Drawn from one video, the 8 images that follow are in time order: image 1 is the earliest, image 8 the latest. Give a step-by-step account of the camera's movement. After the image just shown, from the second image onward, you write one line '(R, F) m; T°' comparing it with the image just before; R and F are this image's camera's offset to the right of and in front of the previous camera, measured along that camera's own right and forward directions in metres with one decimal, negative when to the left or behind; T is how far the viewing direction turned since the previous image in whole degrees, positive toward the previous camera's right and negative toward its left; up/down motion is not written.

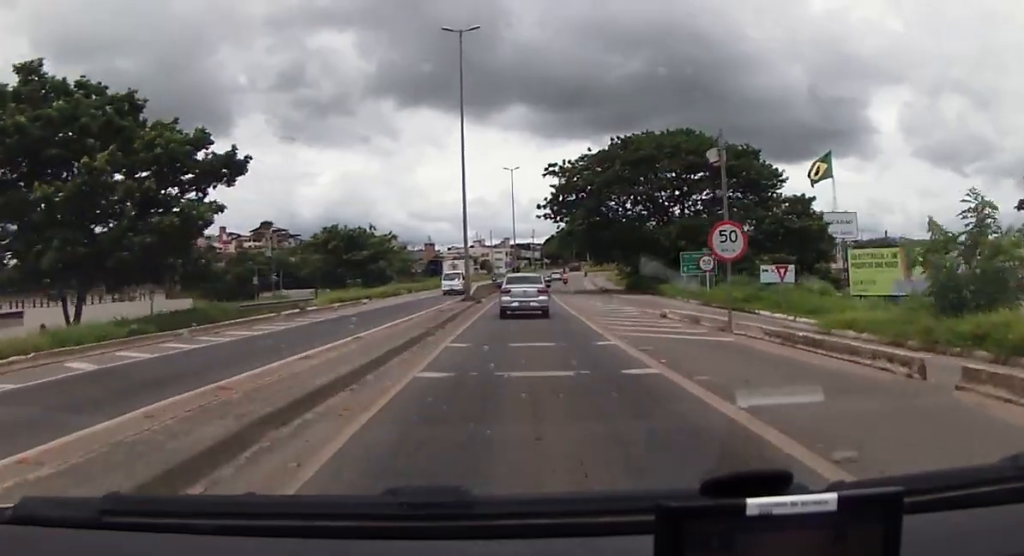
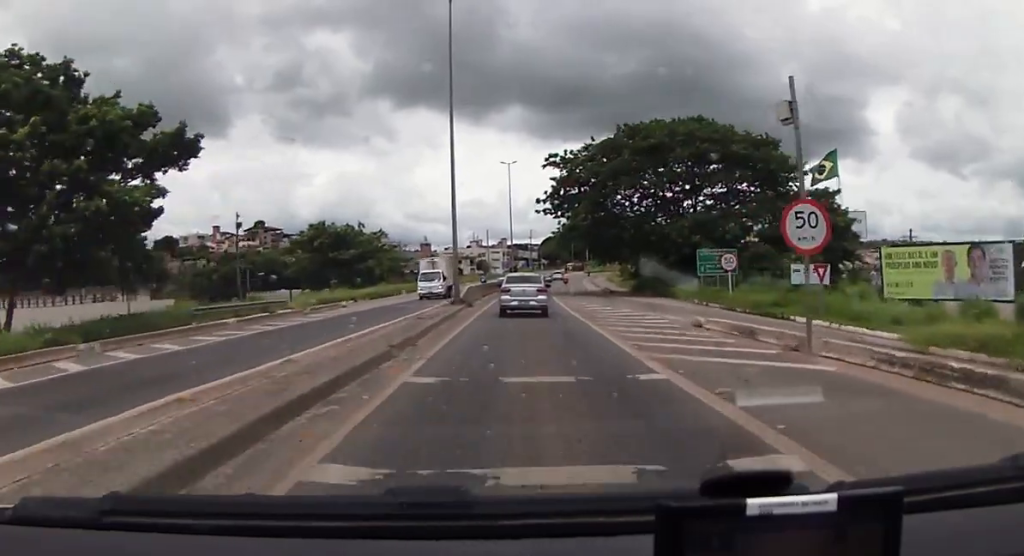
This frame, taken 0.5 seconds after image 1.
(0.0, +5.0) m; -1°
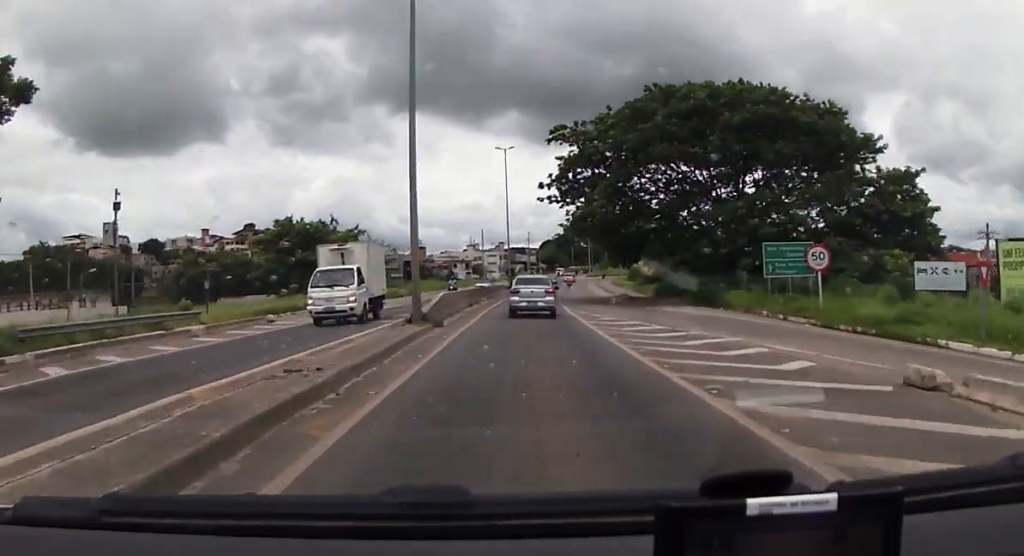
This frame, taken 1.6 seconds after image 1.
(-0.3, +11.6) m; 0°
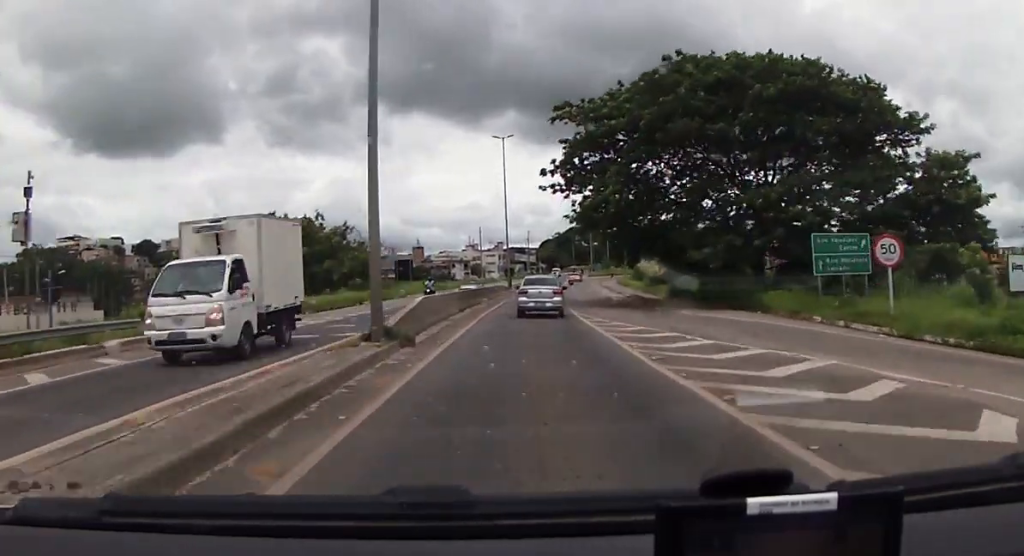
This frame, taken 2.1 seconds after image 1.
(0.0, +5.3) m; +2°
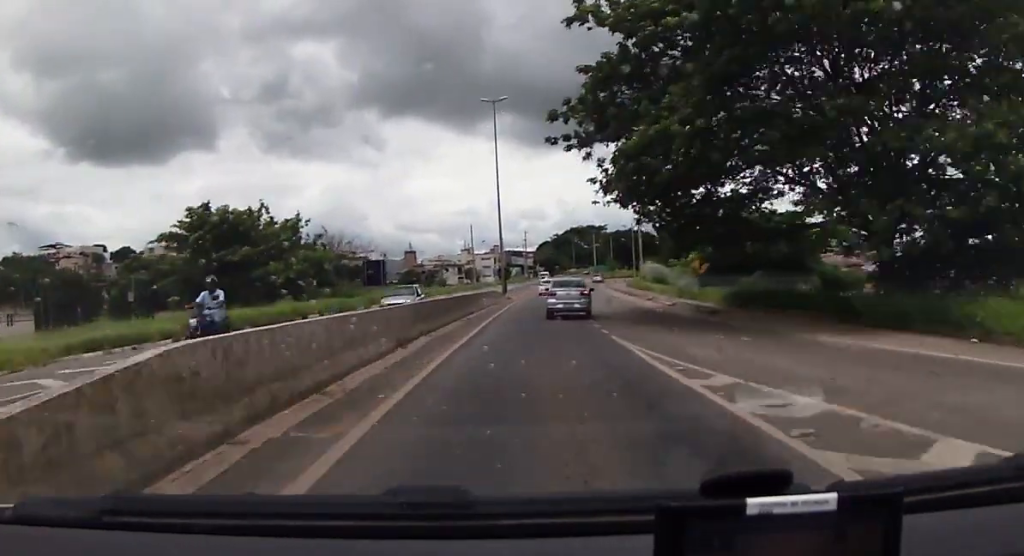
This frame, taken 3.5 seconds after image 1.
(+0.4, +14.6) m; 0°
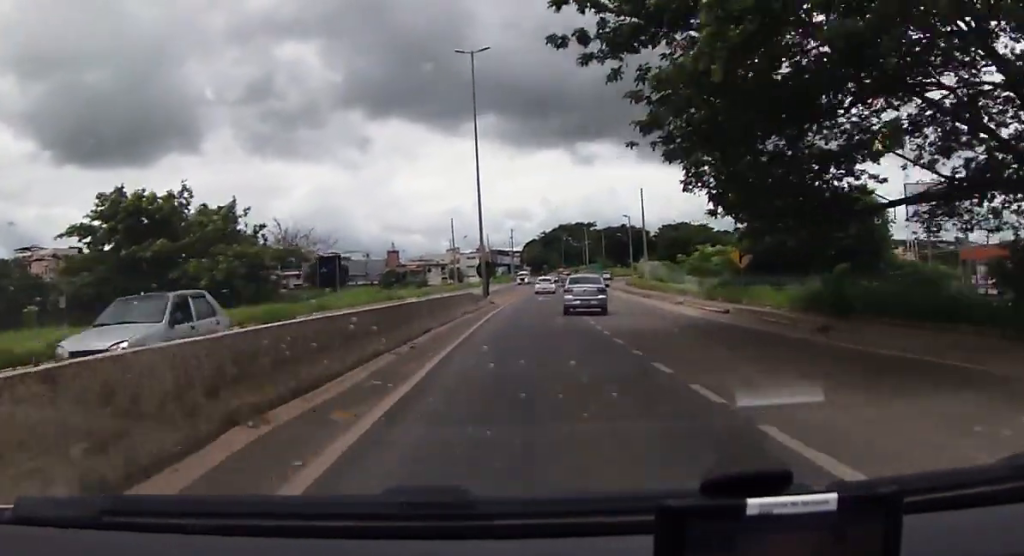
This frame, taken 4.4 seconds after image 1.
(-0.2, +11.0) m; 0°
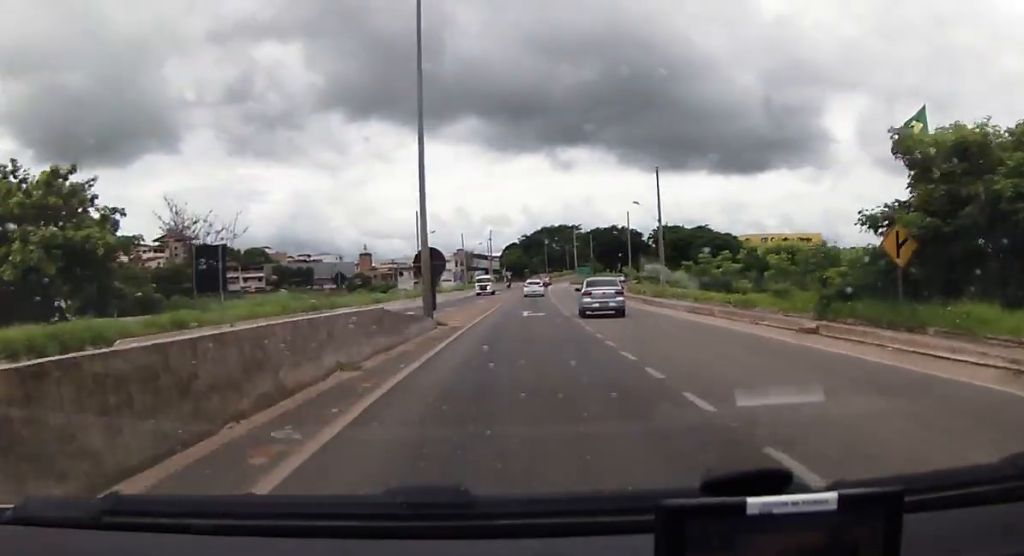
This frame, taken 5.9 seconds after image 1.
(+0.5, +17.3) m; +1°
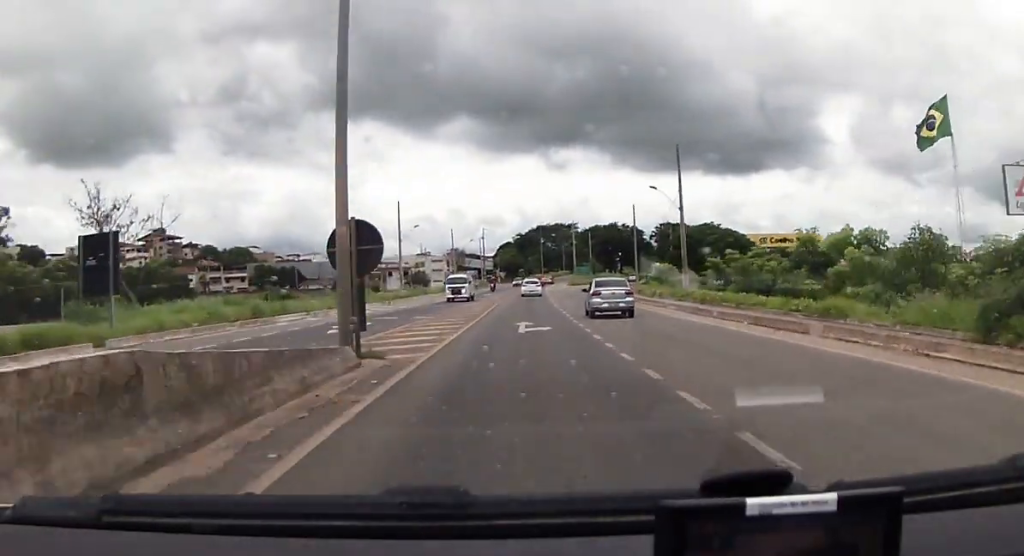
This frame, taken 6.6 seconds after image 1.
(0.0, +9.2) m; 0°
